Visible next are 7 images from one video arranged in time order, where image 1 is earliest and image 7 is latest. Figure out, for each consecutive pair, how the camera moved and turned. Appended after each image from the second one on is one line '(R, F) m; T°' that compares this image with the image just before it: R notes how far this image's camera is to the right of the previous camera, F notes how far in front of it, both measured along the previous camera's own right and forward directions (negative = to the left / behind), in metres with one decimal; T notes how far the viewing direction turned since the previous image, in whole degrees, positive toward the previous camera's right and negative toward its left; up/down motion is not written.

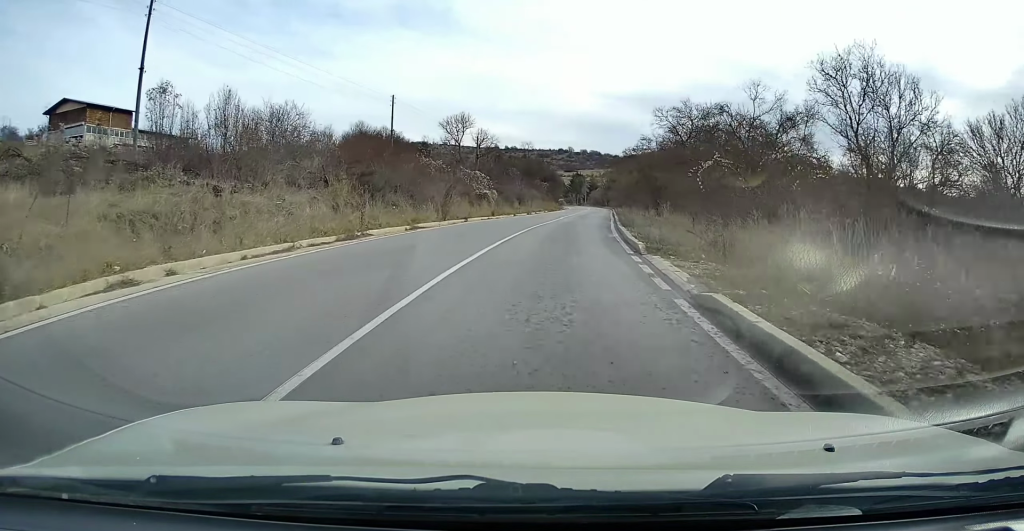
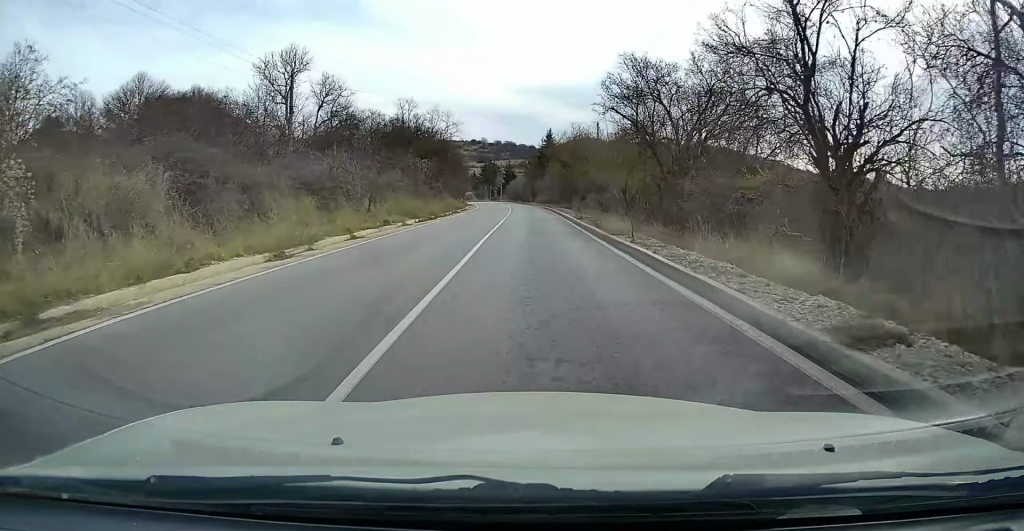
(+3.2, +44.1) m; +7°
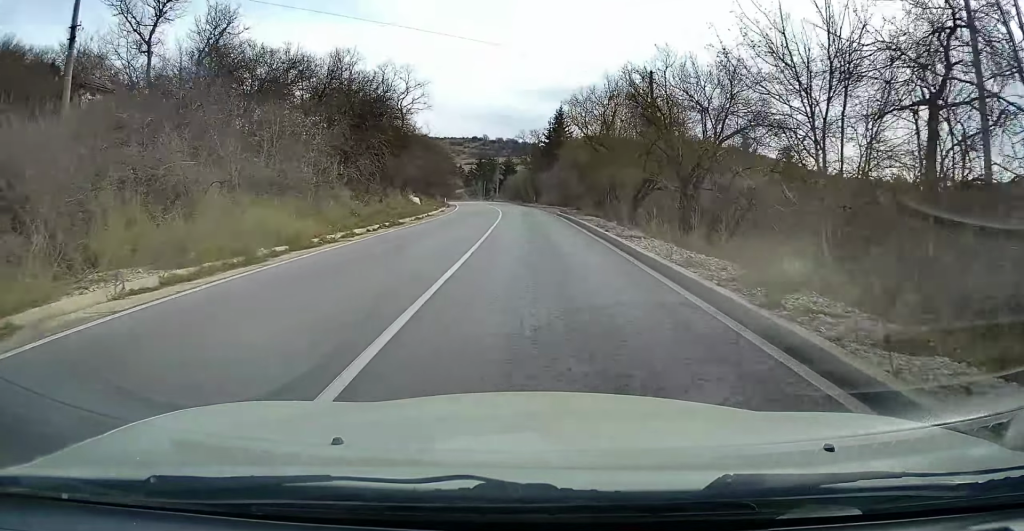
(+0.4, +24.1) m; +1°
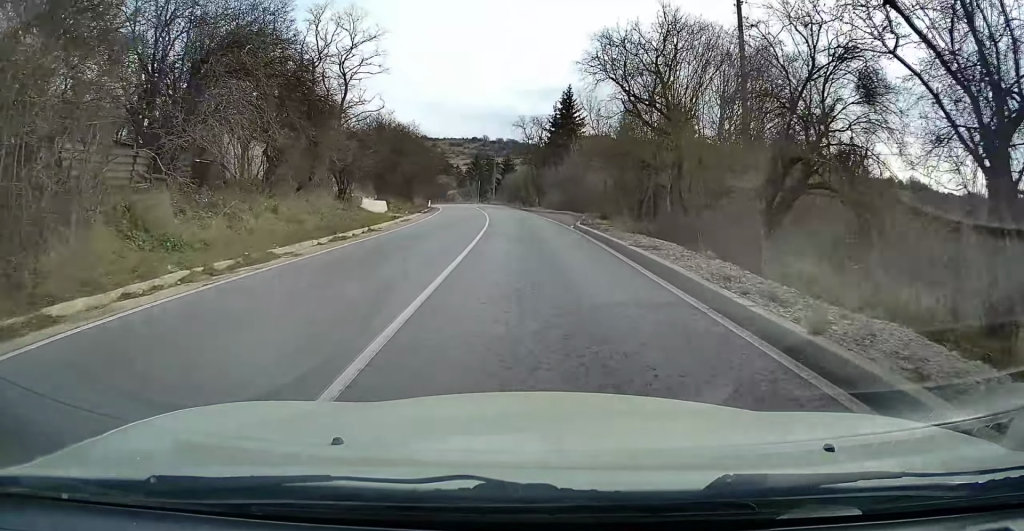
(0.0, +14.4) m; 0°
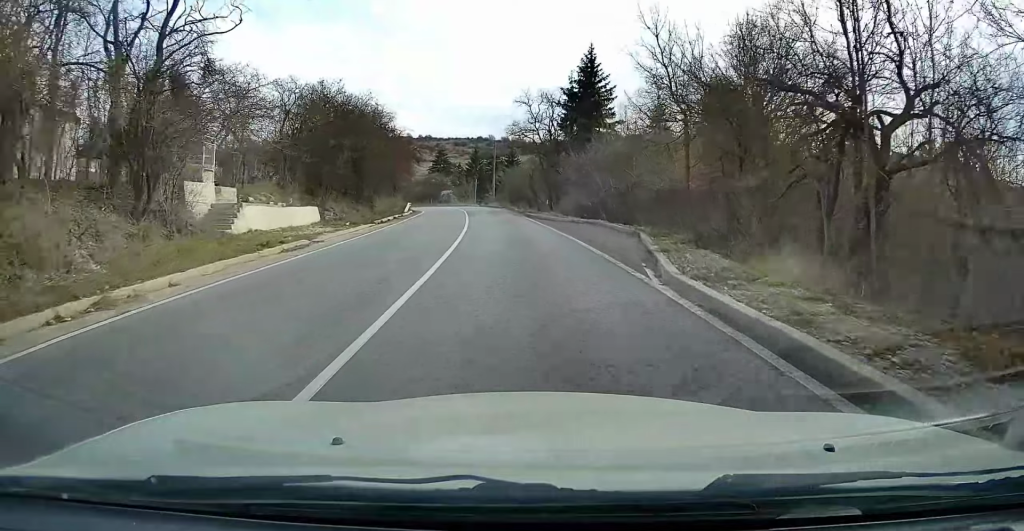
(0.0, +15.8) m; -1°
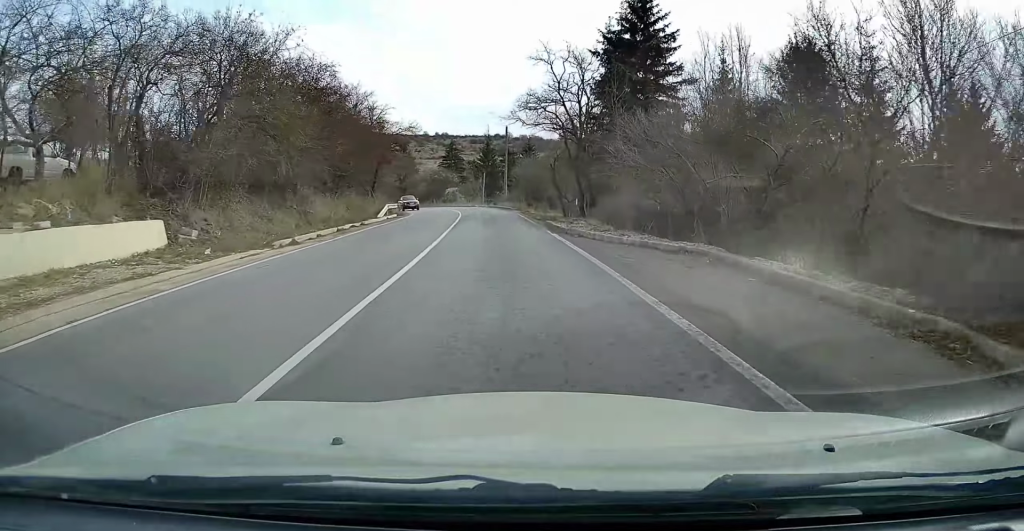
(-0.2, +14.8) m; -2°
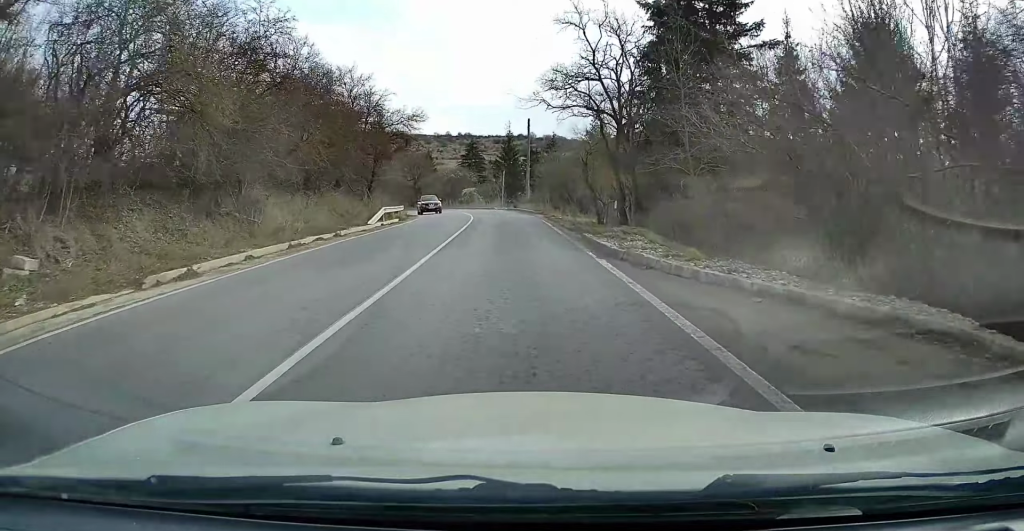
(0.0, +6.7) m; -1°
